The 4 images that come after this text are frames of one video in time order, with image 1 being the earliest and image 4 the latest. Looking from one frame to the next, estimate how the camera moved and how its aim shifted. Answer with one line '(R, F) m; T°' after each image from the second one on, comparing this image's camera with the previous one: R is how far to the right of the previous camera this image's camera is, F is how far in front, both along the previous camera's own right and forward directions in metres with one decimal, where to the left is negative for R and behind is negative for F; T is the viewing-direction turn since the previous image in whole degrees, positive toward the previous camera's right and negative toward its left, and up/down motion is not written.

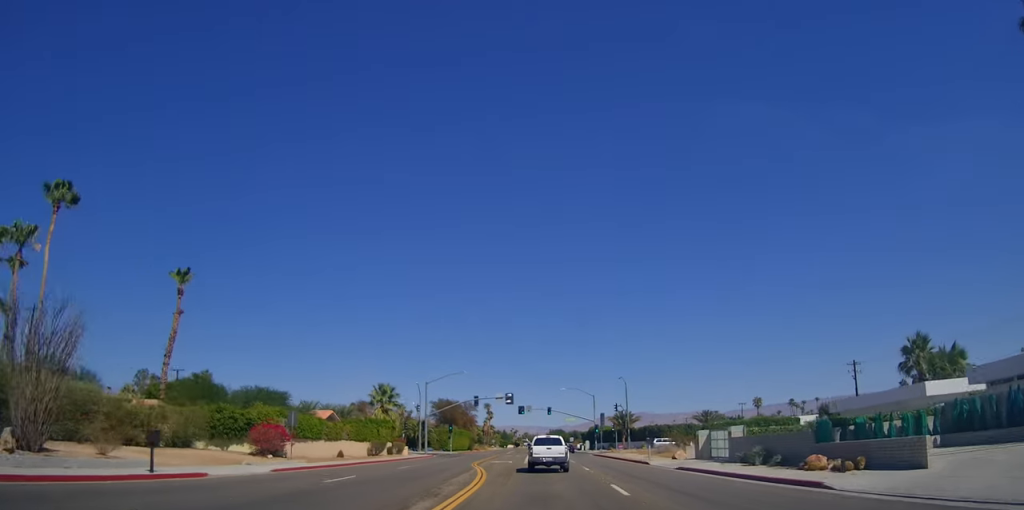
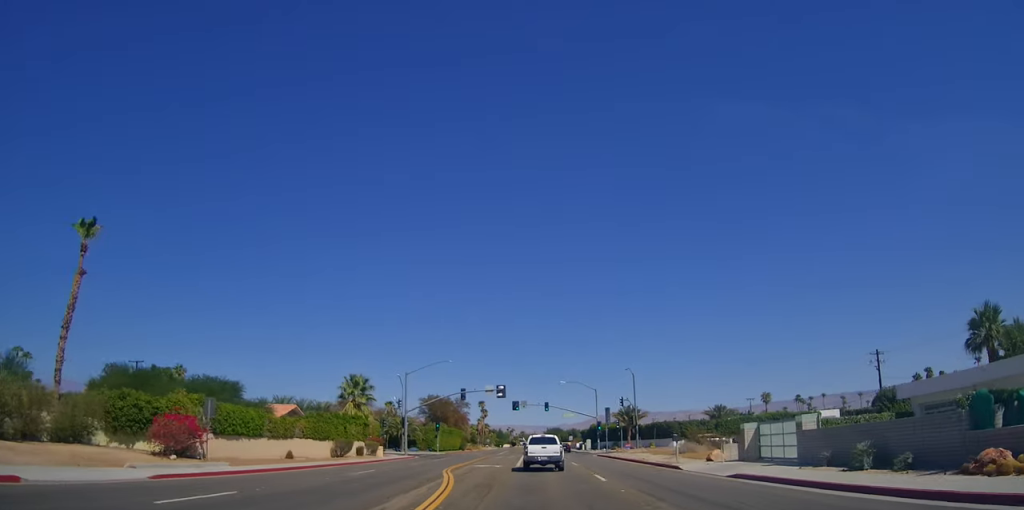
(0.0, +9.5) m; 0°
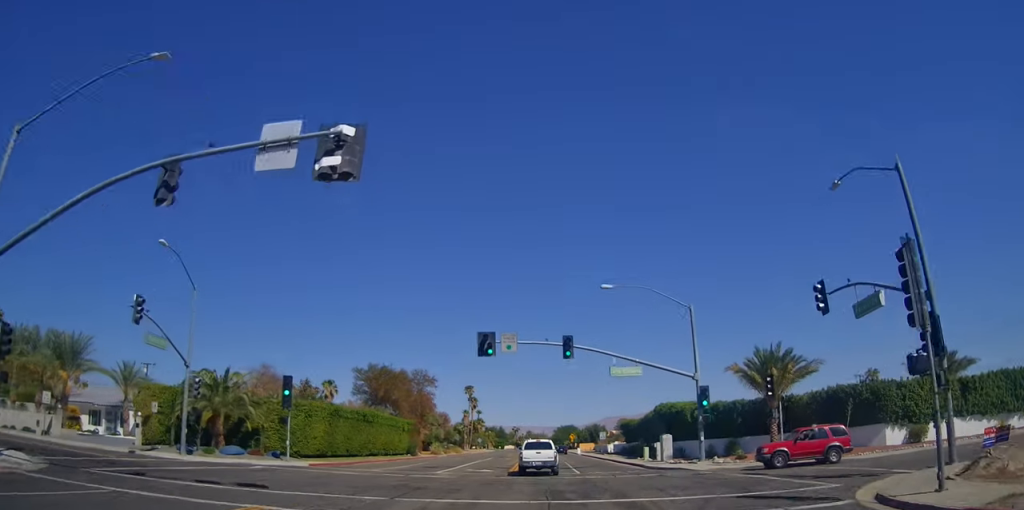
(+0.9, +52.7) m; +2°
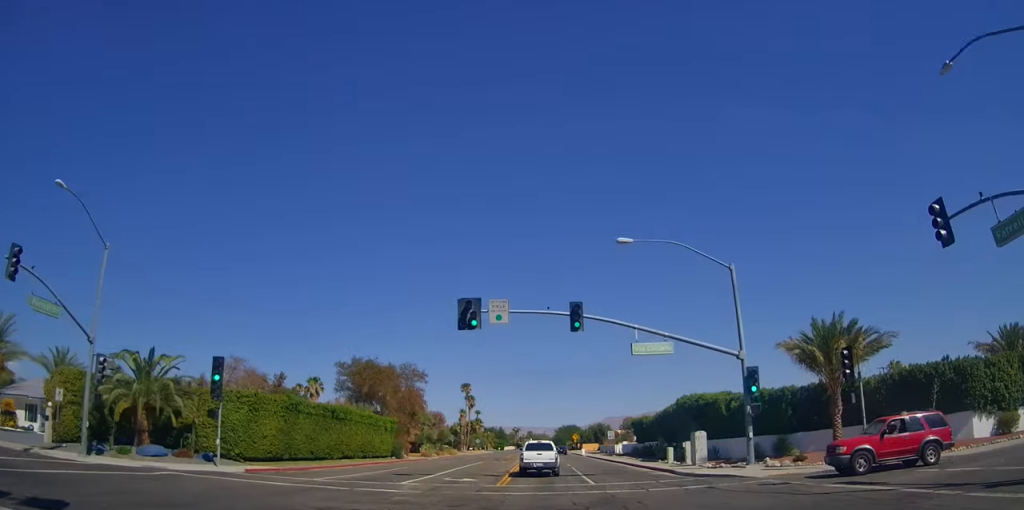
(-0.2, +7.7) m; -1°
